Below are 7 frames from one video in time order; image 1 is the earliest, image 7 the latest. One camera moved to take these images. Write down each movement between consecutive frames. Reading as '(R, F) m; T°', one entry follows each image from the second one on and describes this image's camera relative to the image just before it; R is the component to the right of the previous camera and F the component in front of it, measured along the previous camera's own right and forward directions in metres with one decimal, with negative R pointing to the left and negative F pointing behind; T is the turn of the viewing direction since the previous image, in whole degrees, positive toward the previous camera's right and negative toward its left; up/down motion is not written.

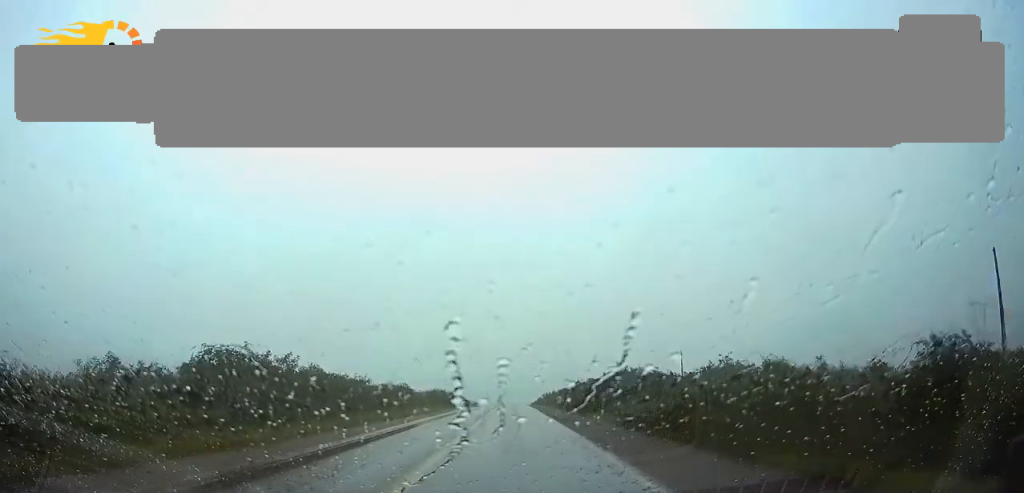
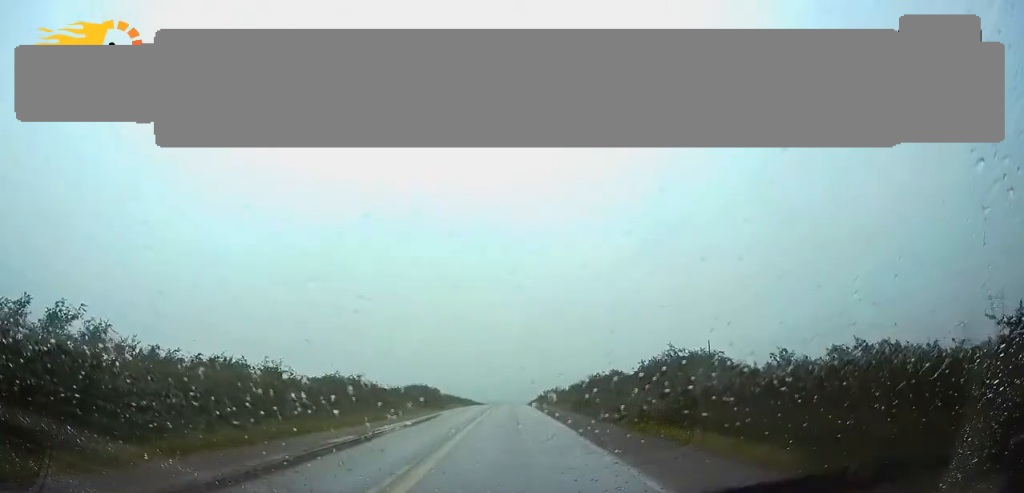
(0.0, +19.8) m; 0°
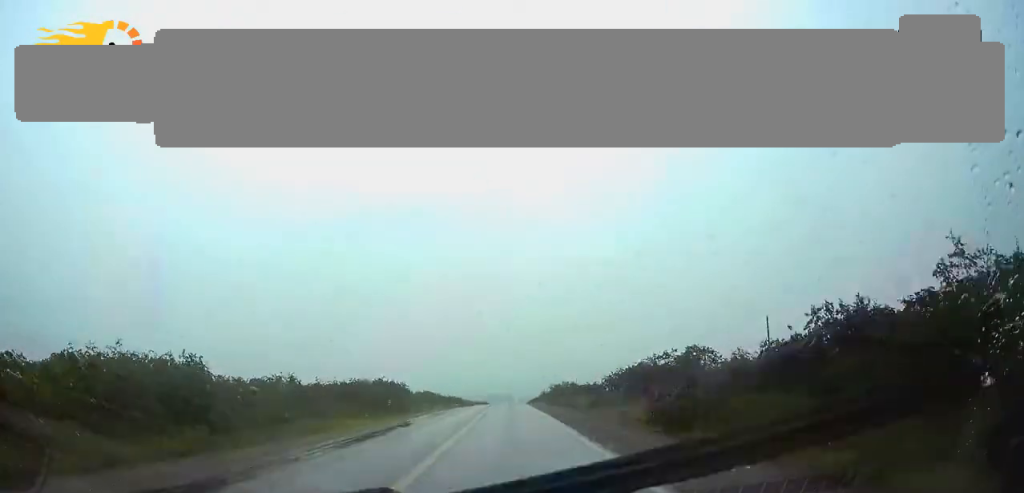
(-0.1, +27.0) m; 0°
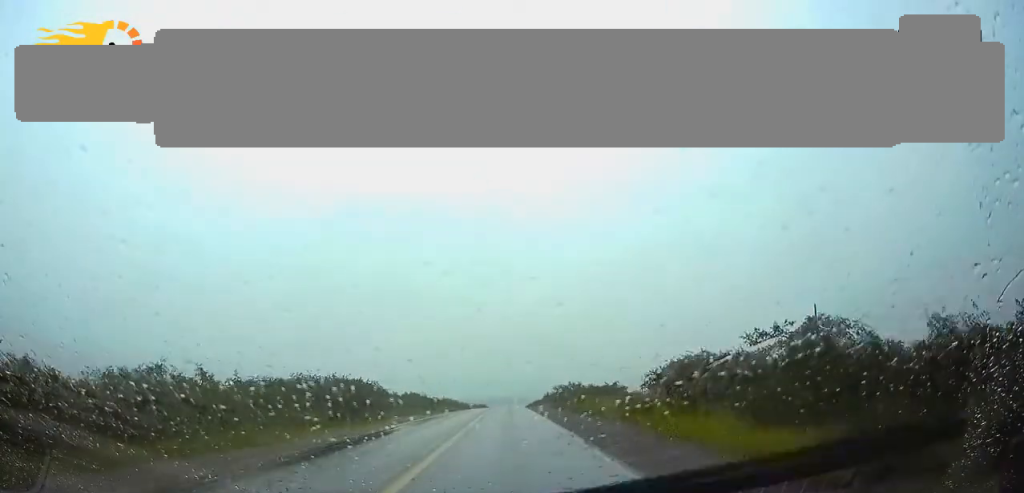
(0.0, +14.3) m; 0°
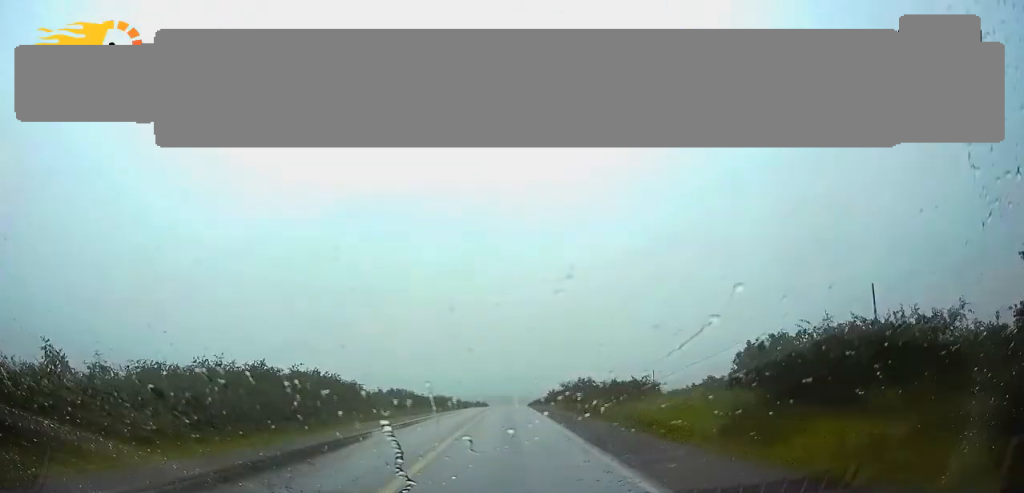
(0.0, +12.5) m; 0°
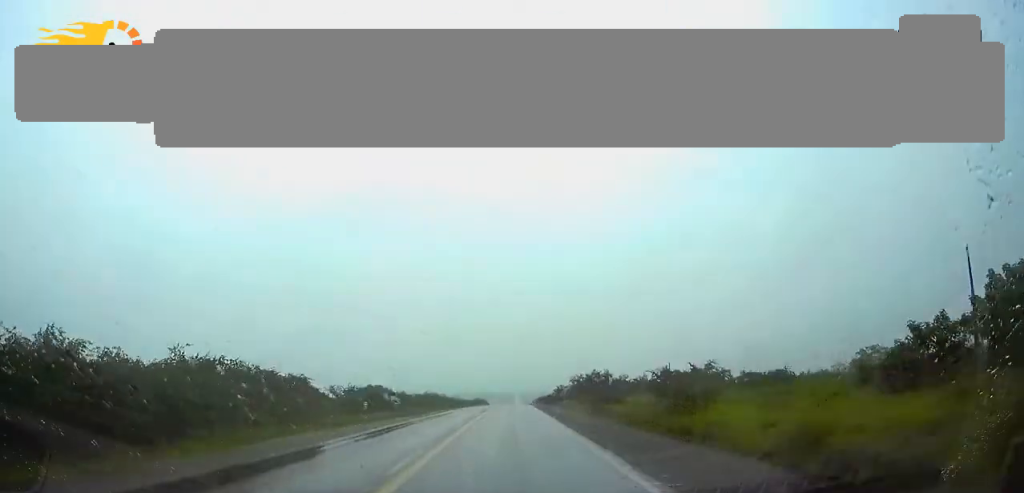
(0.0, +15.2) m; 0°
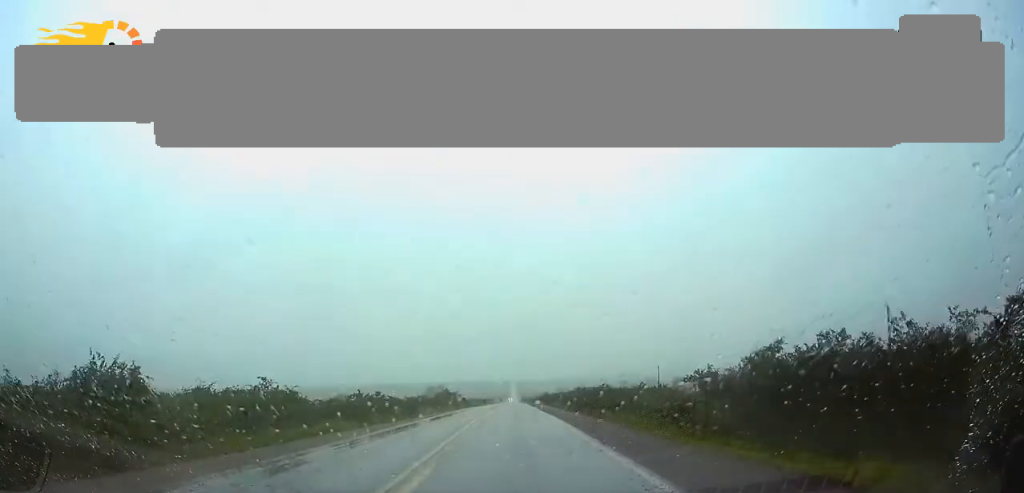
(+0.2, +87.8) m; 0°
